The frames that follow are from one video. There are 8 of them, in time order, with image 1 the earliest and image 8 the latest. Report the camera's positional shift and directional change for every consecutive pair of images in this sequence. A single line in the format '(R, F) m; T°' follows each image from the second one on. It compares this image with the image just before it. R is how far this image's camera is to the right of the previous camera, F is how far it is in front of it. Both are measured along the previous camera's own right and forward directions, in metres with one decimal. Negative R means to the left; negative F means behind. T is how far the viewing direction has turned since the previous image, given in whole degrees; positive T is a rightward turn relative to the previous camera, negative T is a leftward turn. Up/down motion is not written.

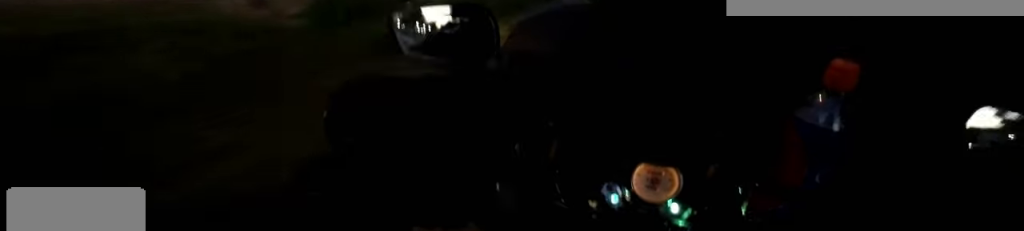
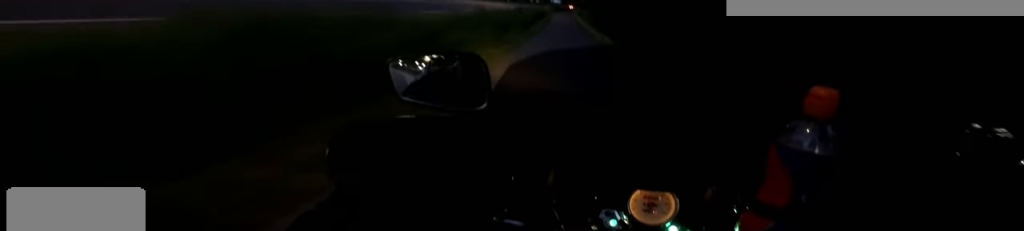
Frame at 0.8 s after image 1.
(+0.4, +9.1) m; 0°
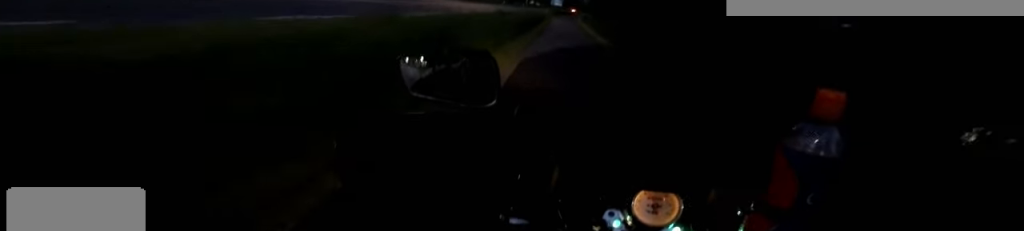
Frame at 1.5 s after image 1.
(-0.5, +7.8) m; -4°
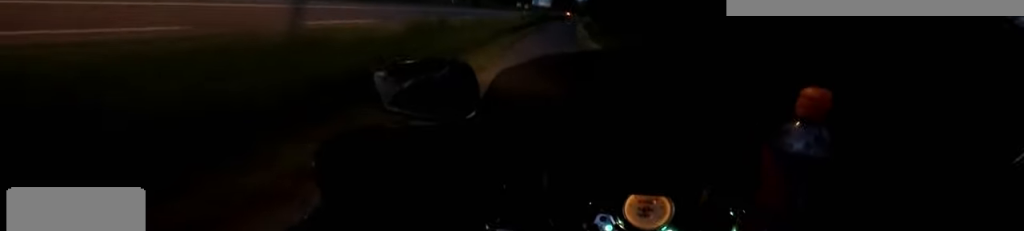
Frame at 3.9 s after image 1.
(+1.5, +29.3) m; +5°
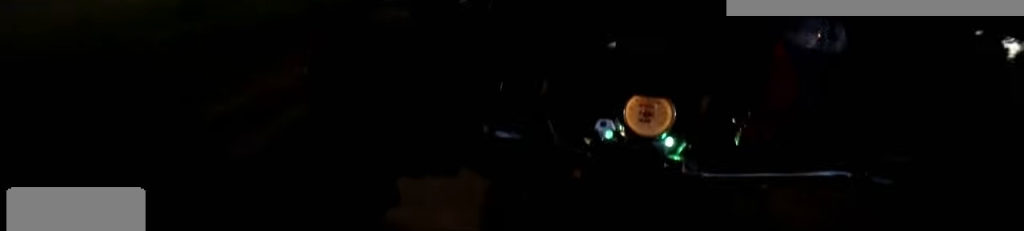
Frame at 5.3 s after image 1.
(0.0, +17.0) m; 0°
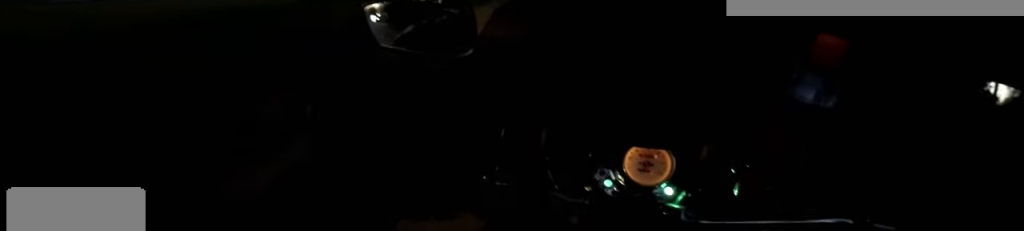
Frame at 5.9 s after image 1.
(0.0, +7.0) m; 0°
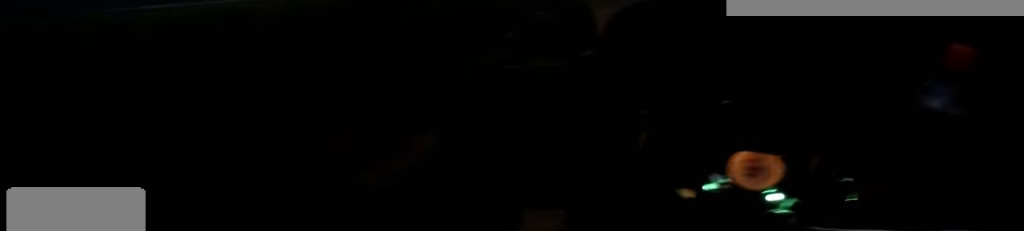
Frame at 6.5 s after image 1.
(0.0, +7.5) m; 0°
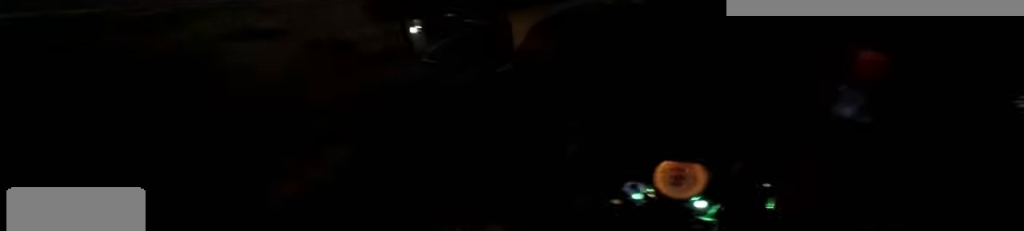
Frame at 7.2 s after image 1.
(0.0, +8.6) m; 0°
